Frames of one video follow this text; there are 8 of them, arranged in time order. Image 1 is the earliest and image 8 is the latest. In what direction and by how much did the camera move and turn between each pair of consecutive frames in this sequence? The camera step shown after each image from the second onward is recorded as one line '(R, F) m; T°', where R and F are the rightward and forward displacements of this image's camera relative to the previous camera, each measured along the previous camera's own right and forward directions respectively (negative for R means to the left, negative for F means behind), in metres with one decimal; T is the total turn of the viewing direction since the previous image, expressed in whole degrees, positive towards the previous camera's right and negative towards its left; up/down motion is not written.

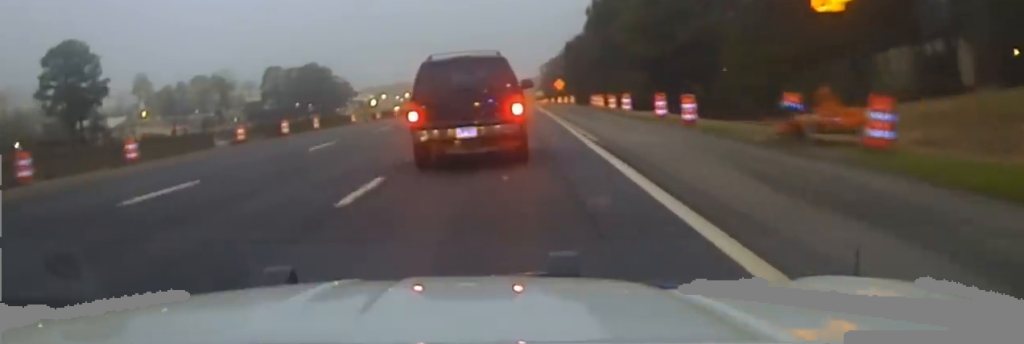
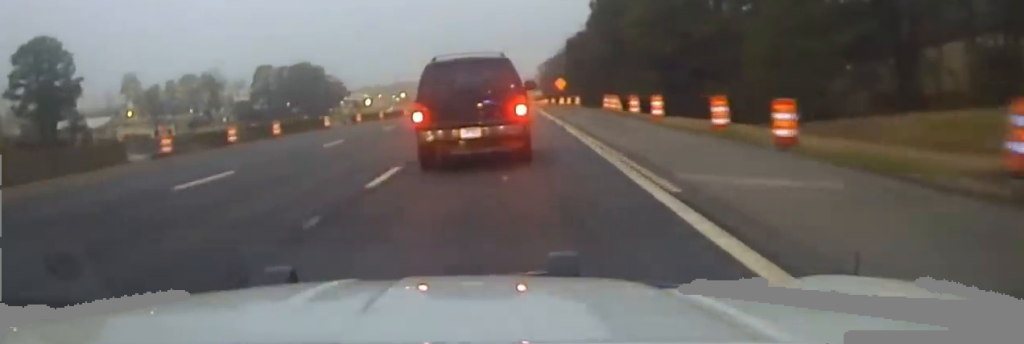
(0.0, +10.2) m; 0°
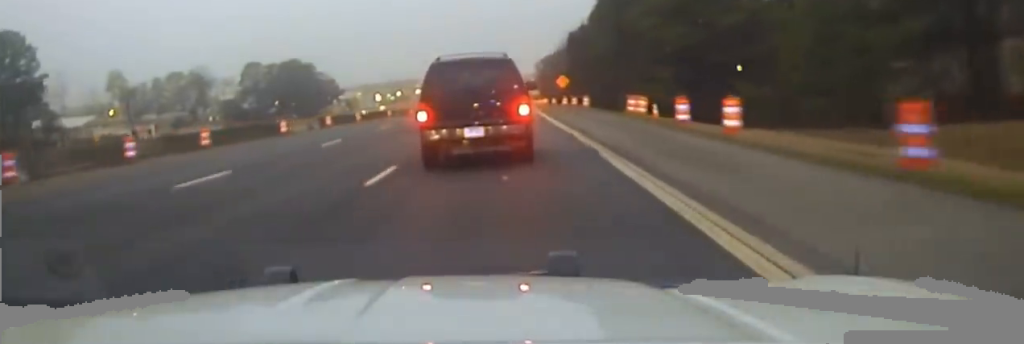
(0.0, +11.5) m; 0°
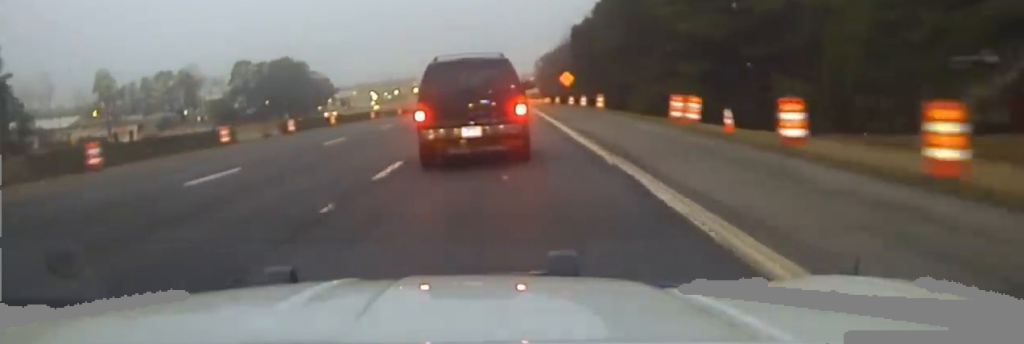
(0.0, +11.3) m; 0°
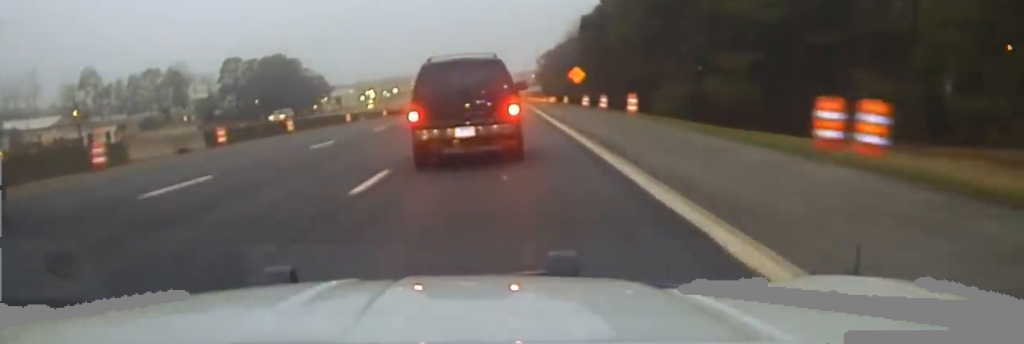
(0.0, +14.6) m; 0°
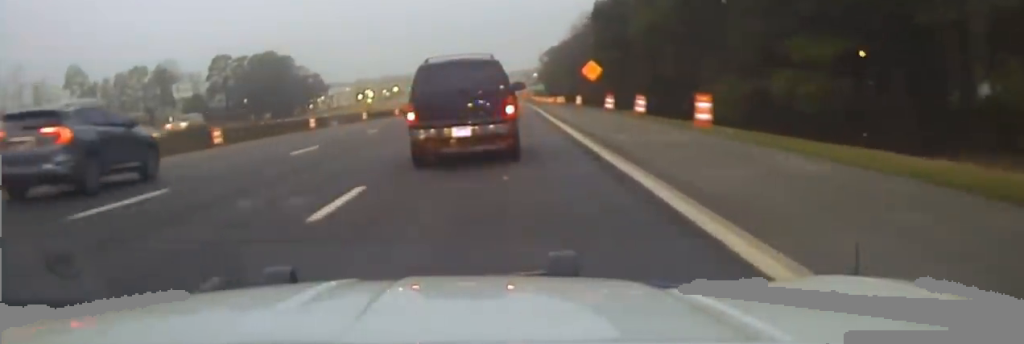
(0.0, +14.6) m; 0°
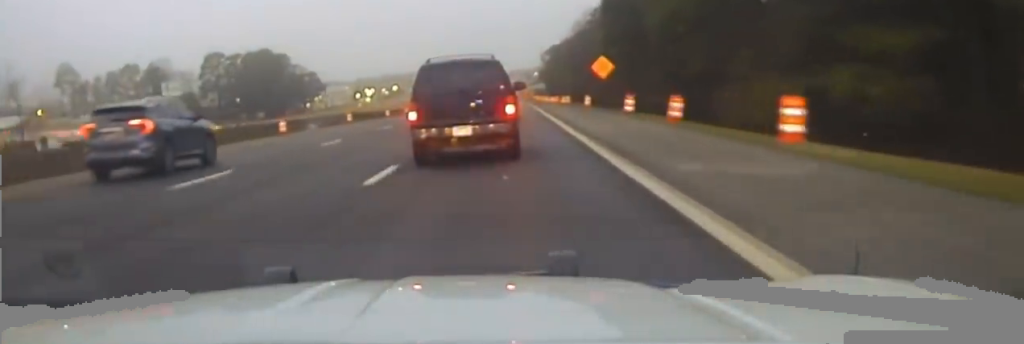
(0.0, +8.3) m; 0°
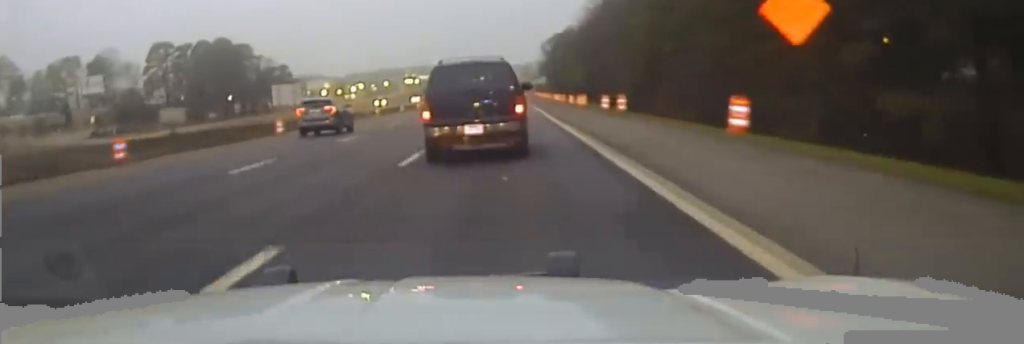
(0.0, +44.9) m; 0°
